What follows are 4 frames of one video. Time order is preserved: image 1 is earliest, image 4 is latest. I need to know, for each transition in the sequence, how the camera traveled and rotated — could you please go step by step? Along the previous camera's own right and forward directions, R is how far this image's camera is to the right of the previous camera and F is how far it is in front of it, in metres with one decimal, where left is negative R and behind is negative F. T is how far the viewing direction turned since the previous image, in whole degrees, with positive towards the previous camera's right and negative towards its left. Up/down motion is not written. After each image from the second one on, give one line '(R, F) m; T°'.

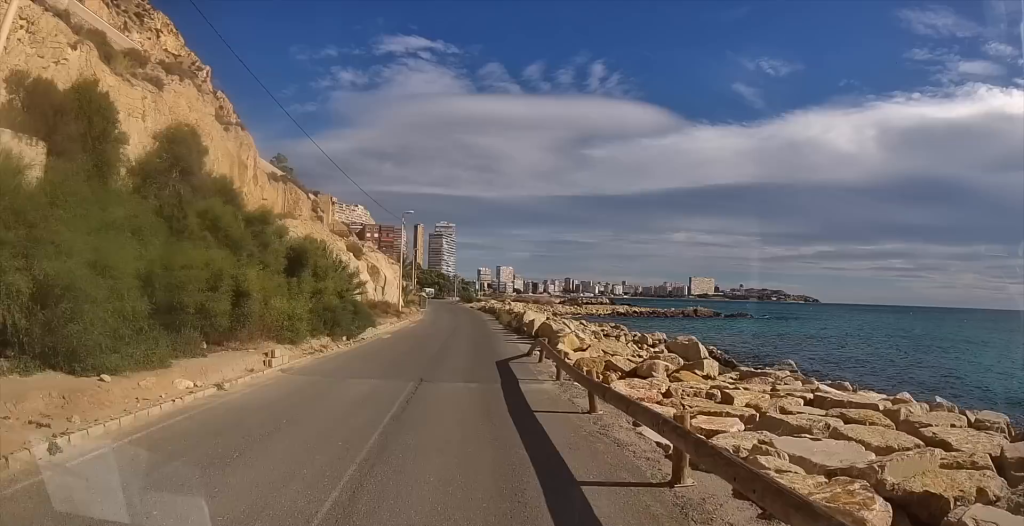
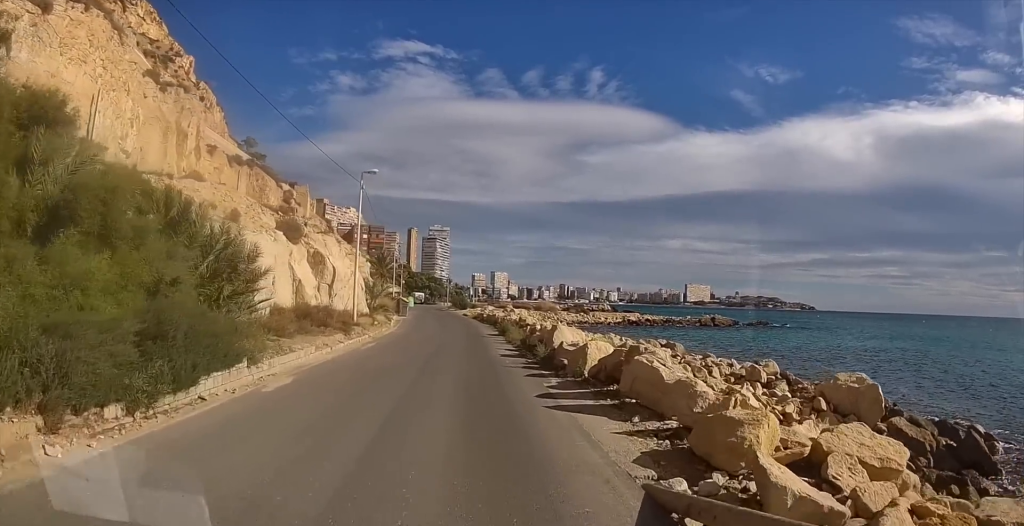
(+0.2, +15.4) m; +2°
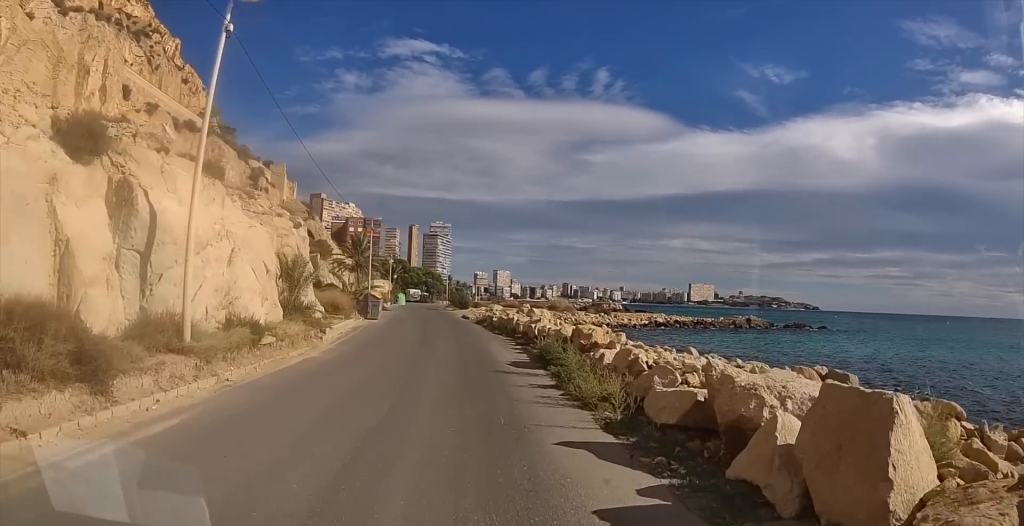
(+0.1, +17.8) m; +2°
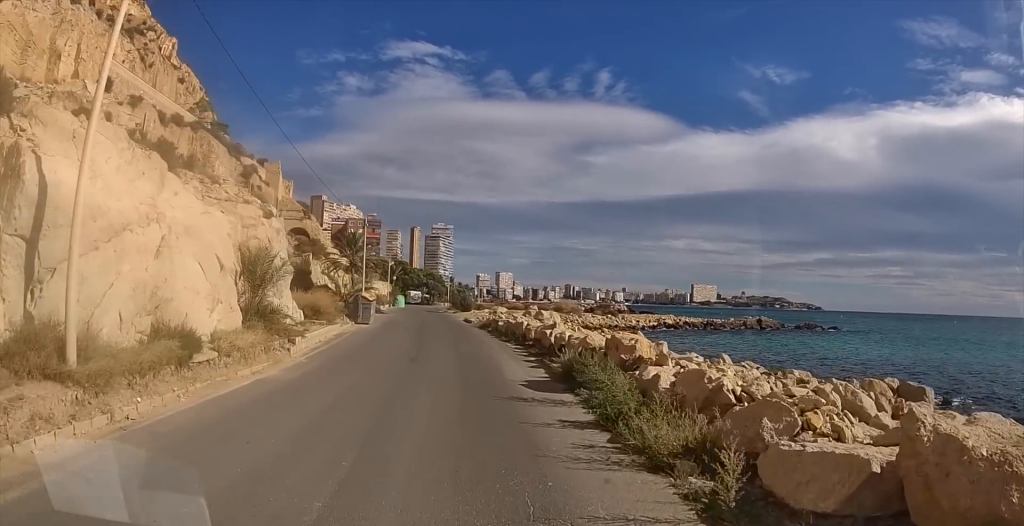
(0.0, +4.2) m; +1°
